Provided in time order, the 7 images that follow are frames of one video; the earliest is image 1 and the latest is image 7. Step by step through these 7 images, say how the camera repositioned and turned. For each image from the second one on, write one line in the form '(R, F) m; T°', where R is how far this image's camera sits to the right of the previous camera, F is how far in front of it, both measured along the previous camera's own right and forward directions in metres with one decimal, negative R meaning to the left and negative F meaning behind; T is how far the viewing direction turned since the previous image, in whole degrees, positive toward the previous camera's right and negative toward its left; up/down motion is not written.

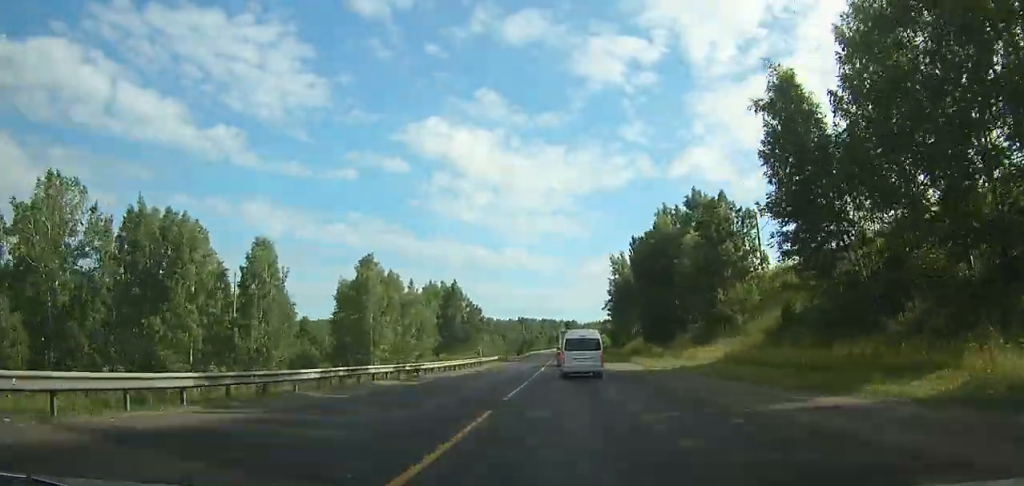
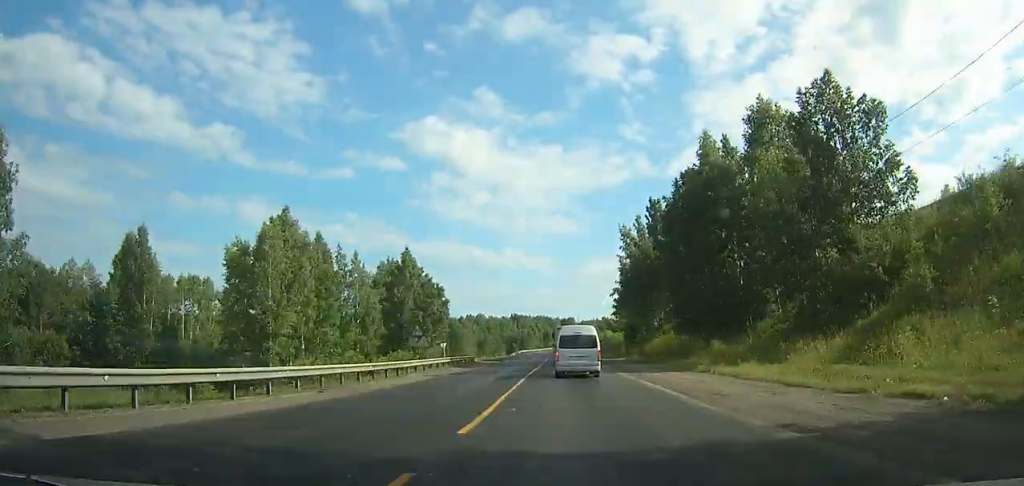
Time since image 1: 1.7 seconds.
(0.0, +29.4) m; 0°
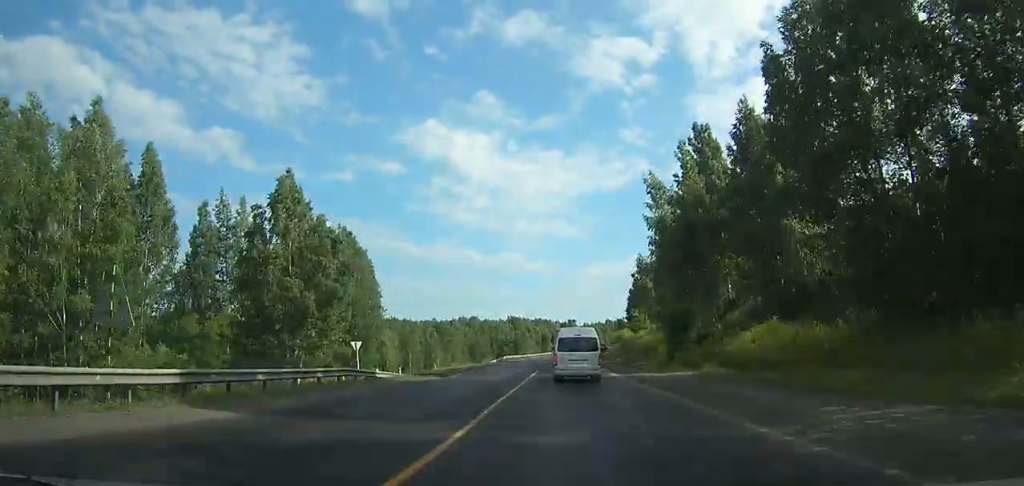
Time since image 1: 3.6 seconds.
(0.0, +31.9) m; +1°
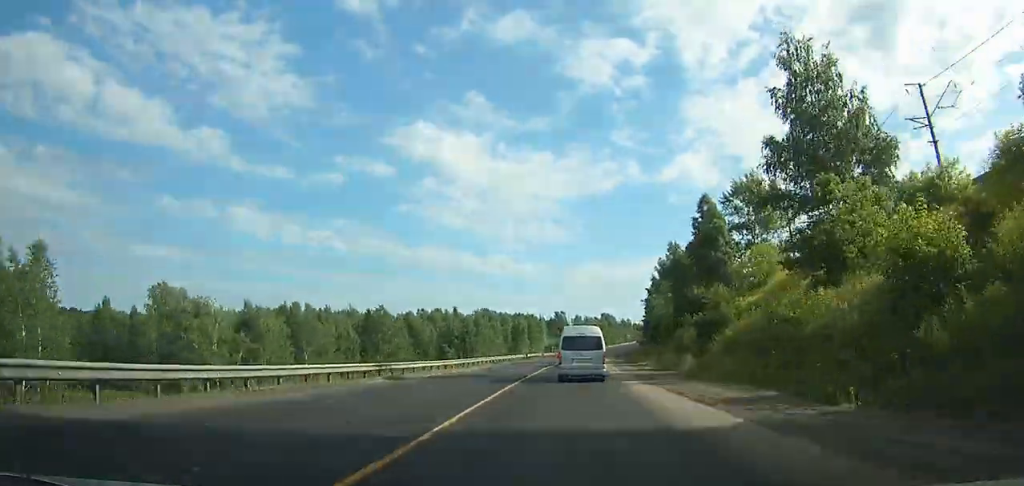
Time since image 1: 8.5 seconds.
(+1.1, +79.6) m; +2°
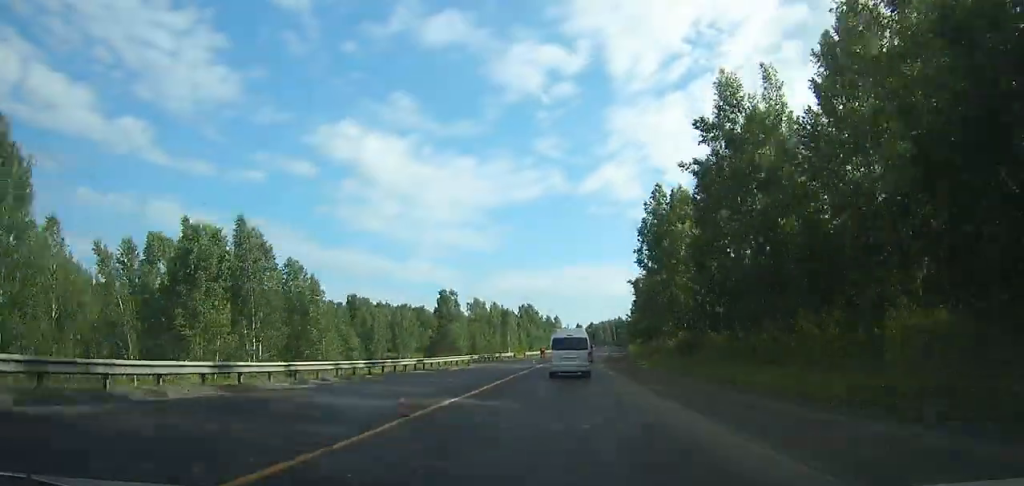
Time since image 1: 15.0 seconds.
(+6.7, +102.9) m; +6°
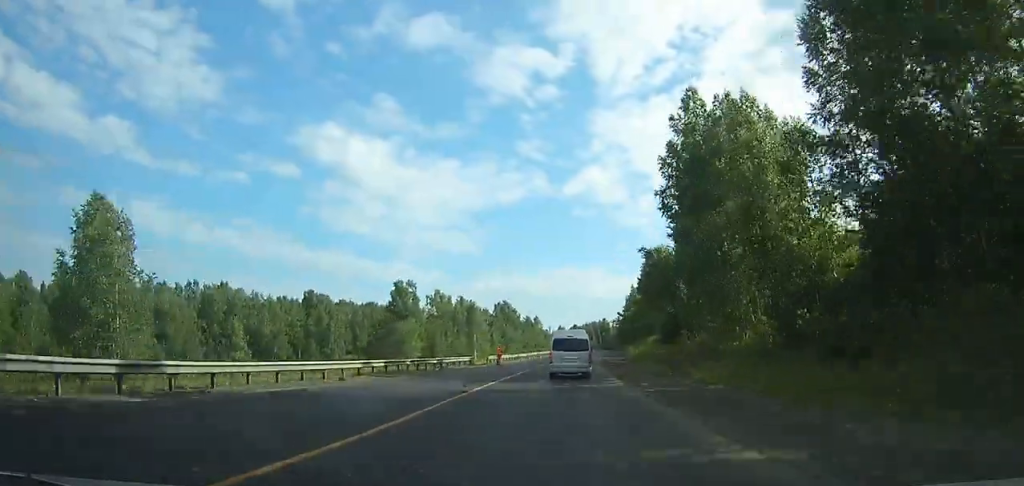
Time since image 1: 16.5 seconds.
(-0.2, +23.9) m; +1°
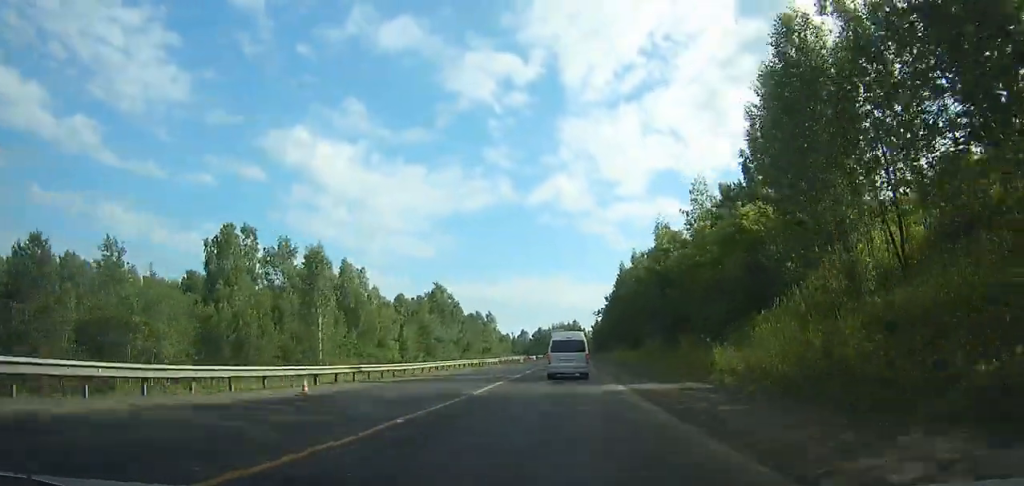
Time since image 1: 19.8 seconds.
(+2.7, +52.9) m; +9°
